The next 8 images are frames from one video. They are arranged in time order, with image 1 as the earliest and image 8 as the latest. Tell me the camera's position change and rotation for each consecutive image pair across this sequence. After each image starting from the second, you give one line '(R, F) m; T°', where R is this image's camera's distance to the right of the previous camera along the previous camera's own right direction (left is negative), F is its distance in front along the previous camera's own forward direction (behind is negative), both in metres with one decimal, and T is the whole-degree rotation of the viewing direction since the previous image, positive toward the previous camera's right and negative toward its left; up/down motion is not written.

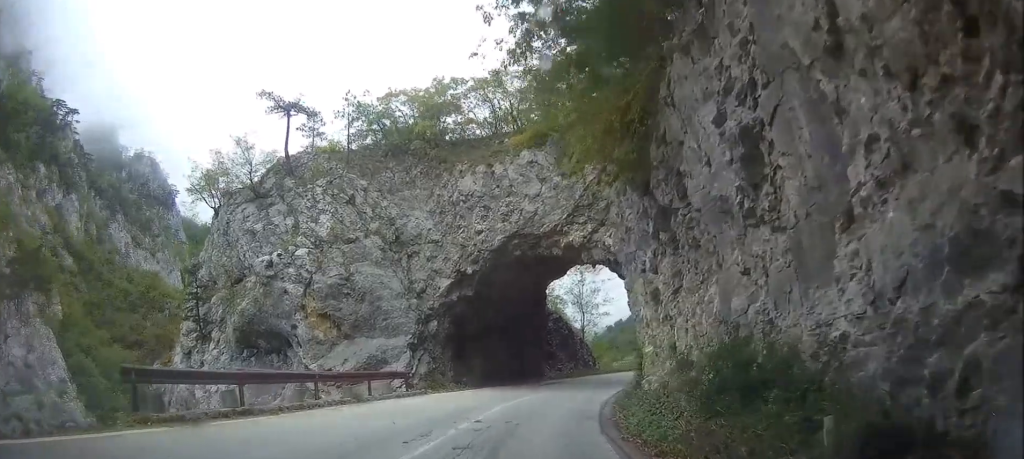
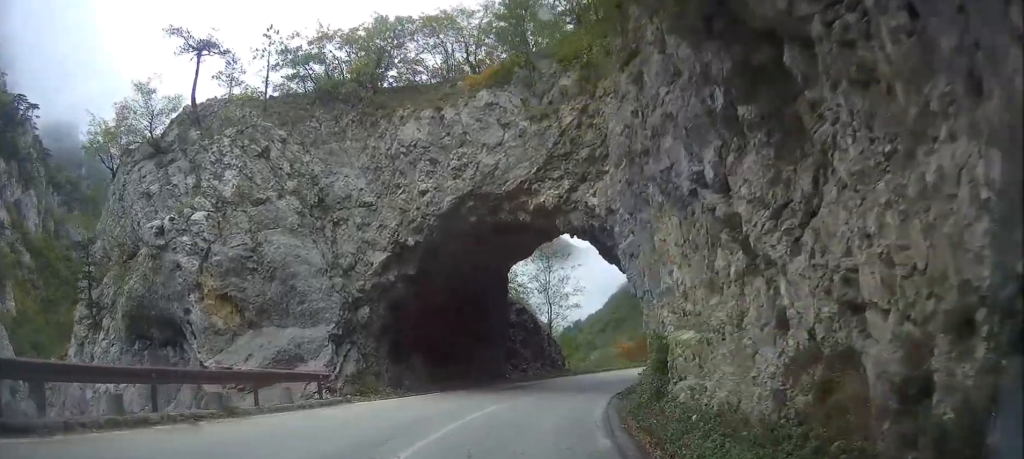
(+0.5, +7.6) m; +6°
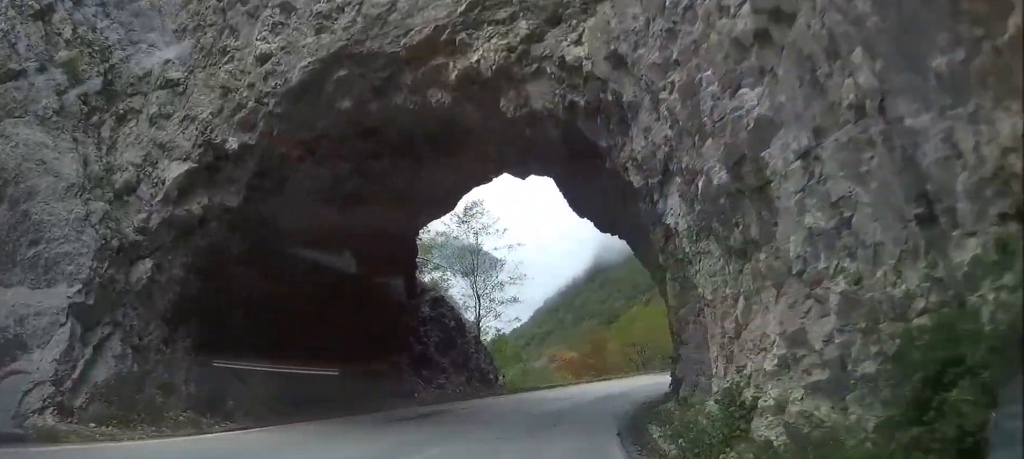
(+1.3, +13.0) m; +8°
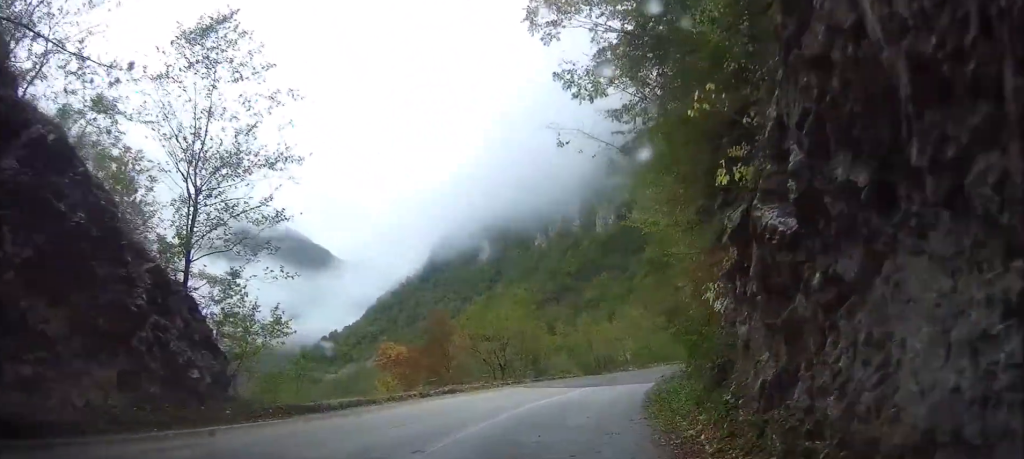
(+1.3, +19.3) m; +7°
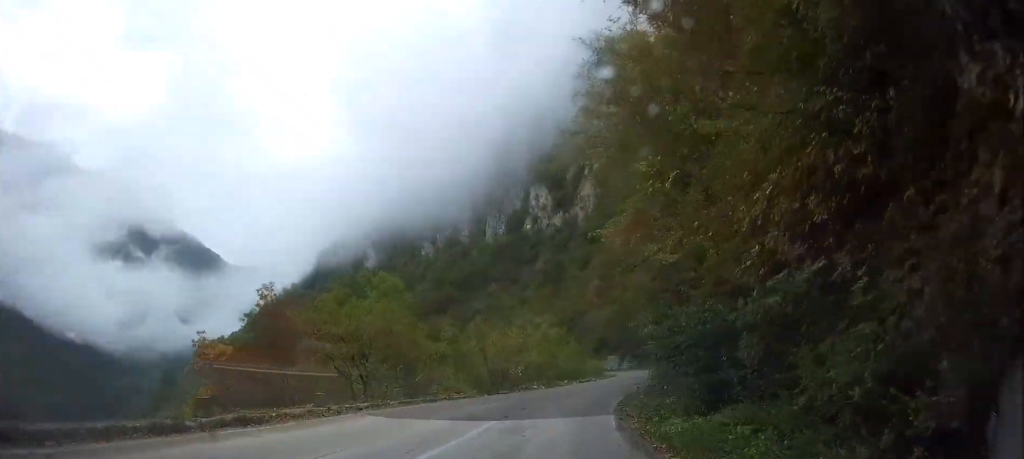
(+0.2, +11.9) m; +9°
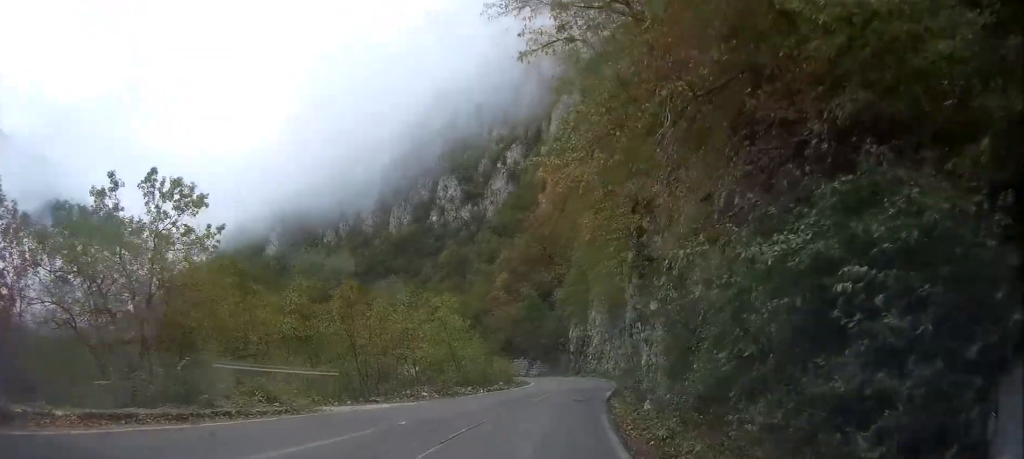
(+1.9, +13.4) m; +11°
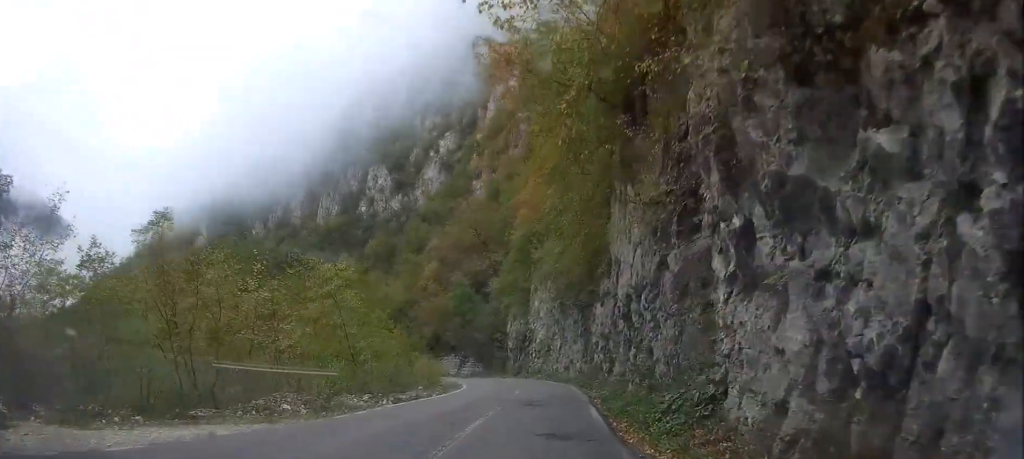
(+0.5, +12.0) m; +5°
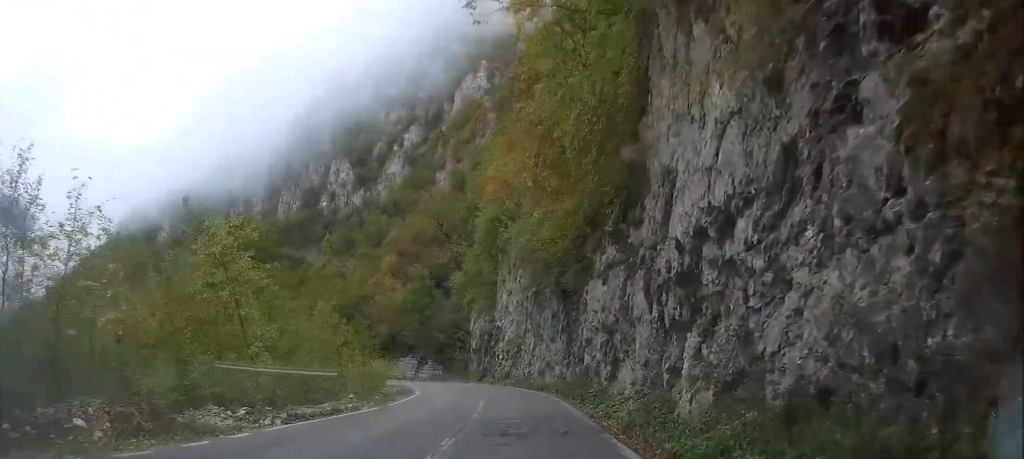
(+0.2, +8.9) m; +3°
